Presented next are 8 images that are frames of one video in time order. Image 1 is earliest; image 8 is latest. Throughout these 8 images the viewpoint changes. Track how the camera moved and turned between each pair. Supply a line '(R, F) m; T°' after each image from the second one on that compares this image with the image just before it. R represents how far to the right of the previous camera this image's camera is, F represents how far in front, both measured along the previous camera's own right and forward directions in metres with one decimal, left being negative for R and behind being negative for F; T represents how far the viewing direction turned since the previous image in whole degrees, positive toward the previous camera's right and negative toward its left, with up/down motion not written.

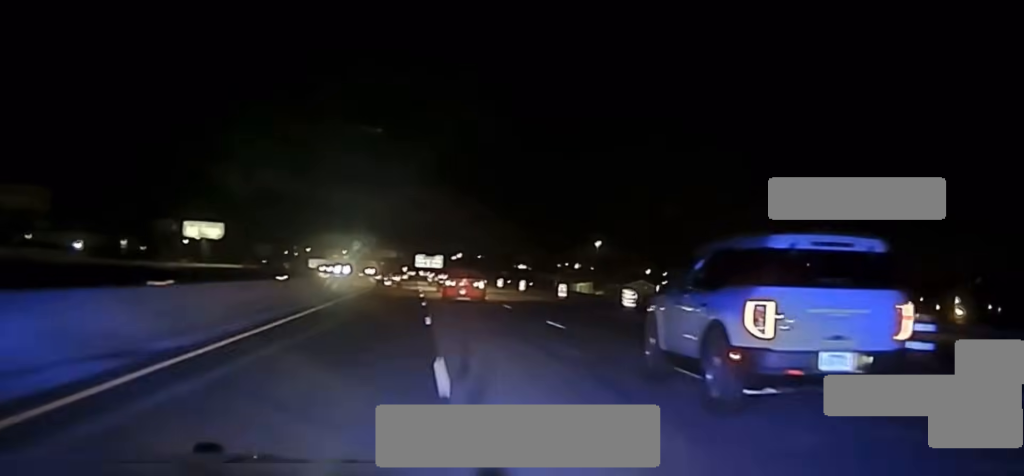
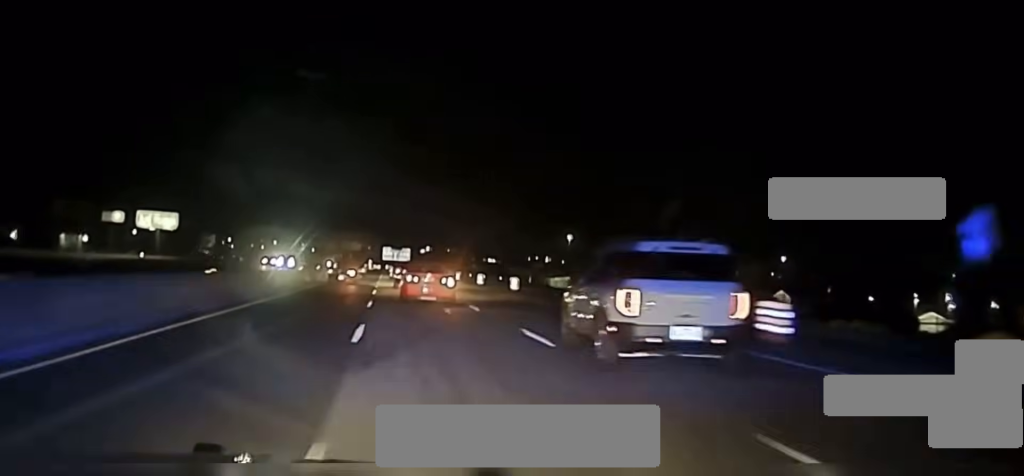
(+0.1, +19.0) m; 0°
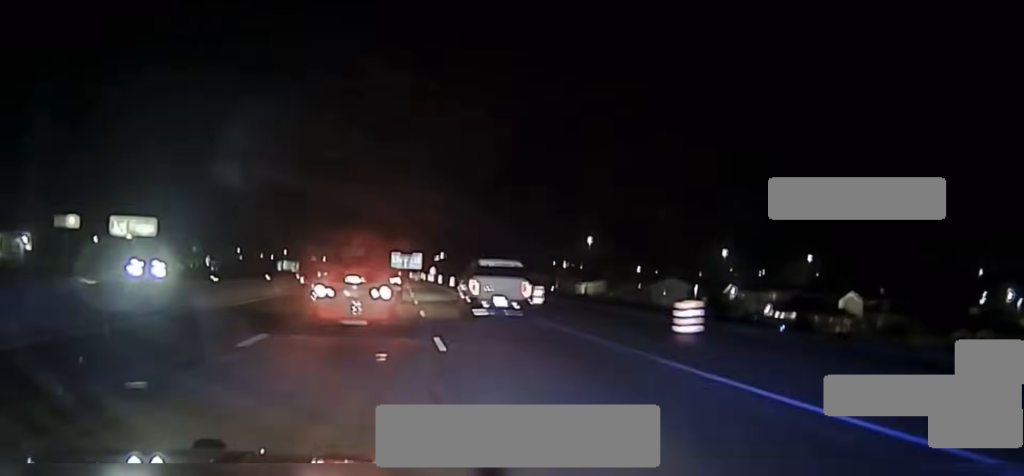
(+0.2, +39.2) m; 0°
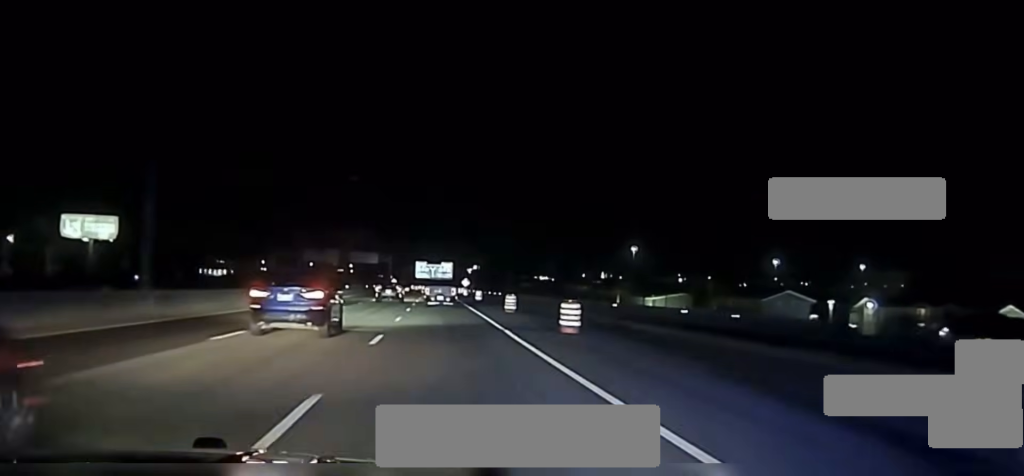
(-0.7, +56.3) m; -1°
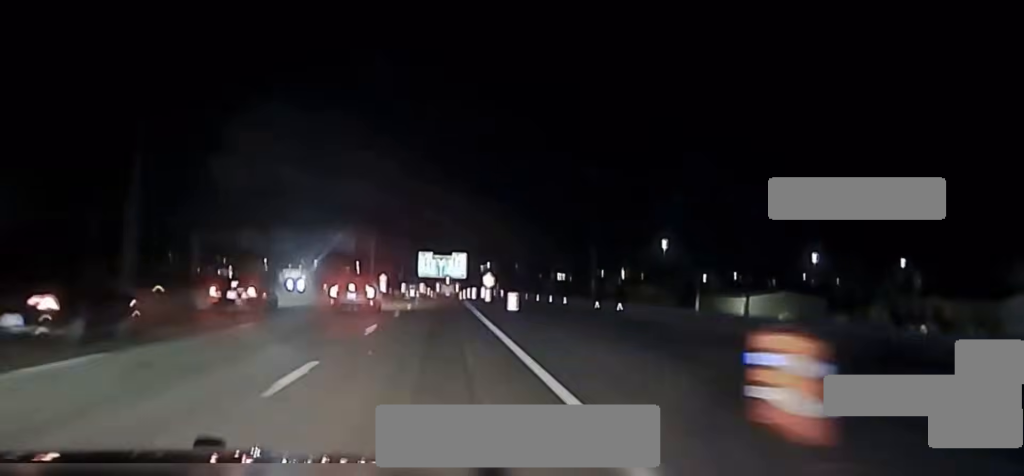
(-0.2, +69.0) m; -1°
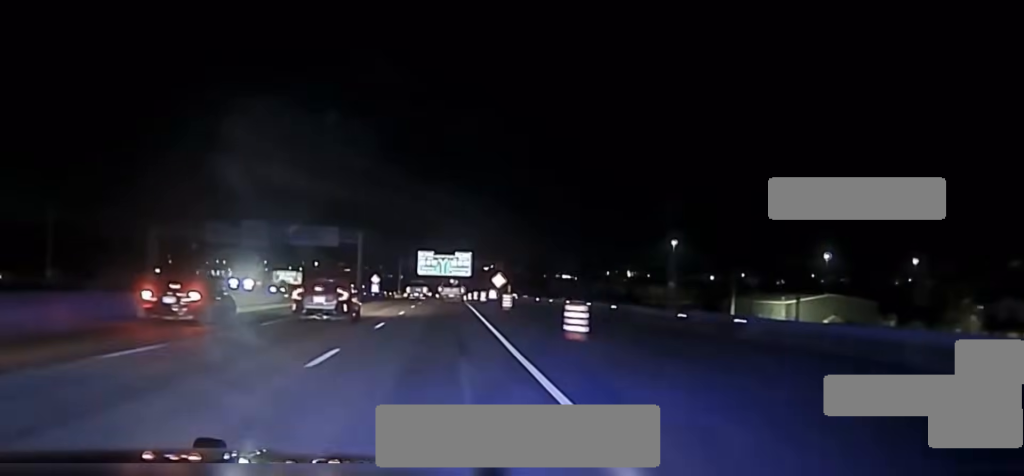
(-0.2, +21.6) m; 0°
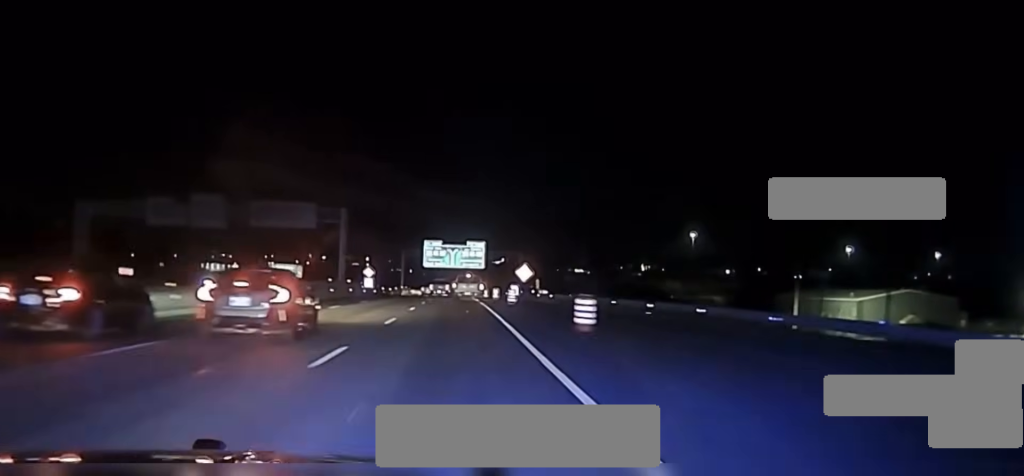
(-0.1, +24.8) m; 0°
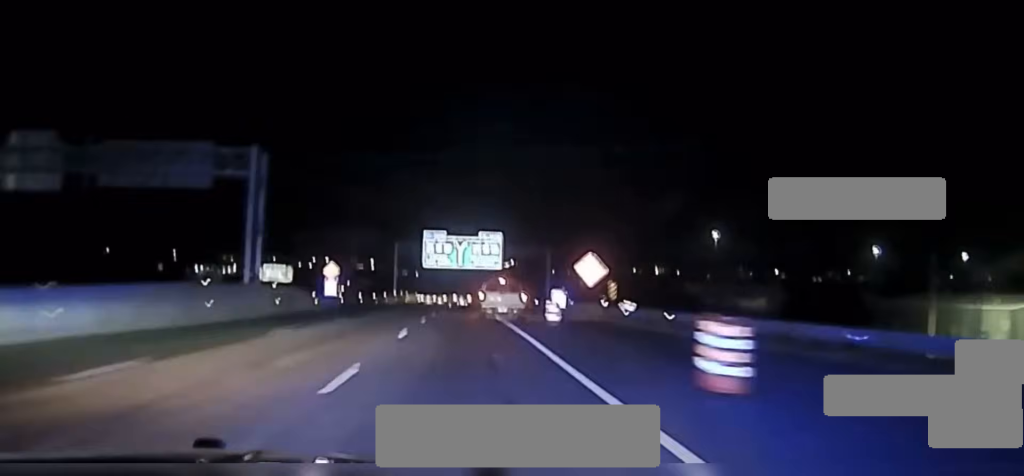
(0.0, +39.5) m; 0°
